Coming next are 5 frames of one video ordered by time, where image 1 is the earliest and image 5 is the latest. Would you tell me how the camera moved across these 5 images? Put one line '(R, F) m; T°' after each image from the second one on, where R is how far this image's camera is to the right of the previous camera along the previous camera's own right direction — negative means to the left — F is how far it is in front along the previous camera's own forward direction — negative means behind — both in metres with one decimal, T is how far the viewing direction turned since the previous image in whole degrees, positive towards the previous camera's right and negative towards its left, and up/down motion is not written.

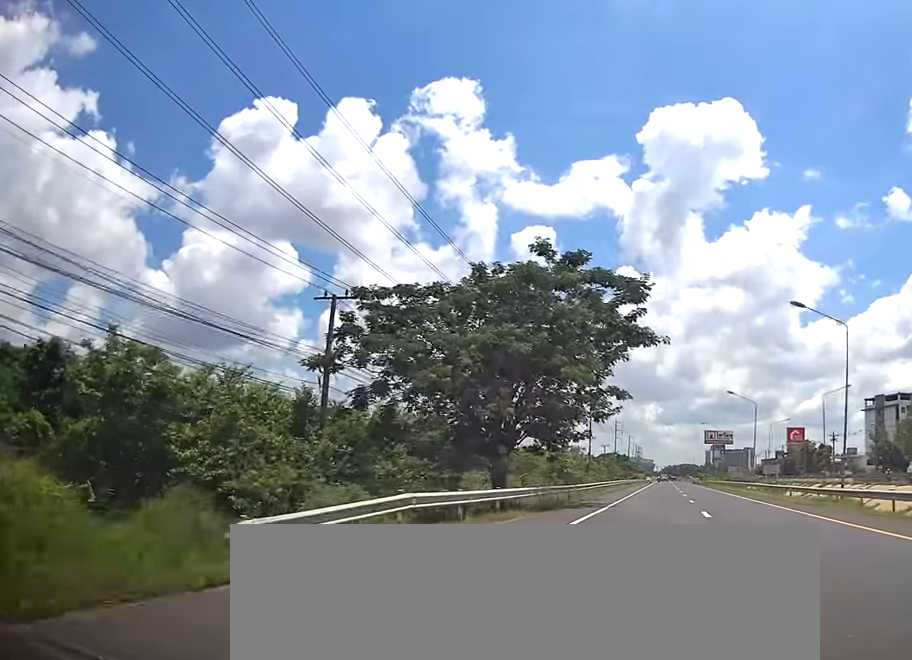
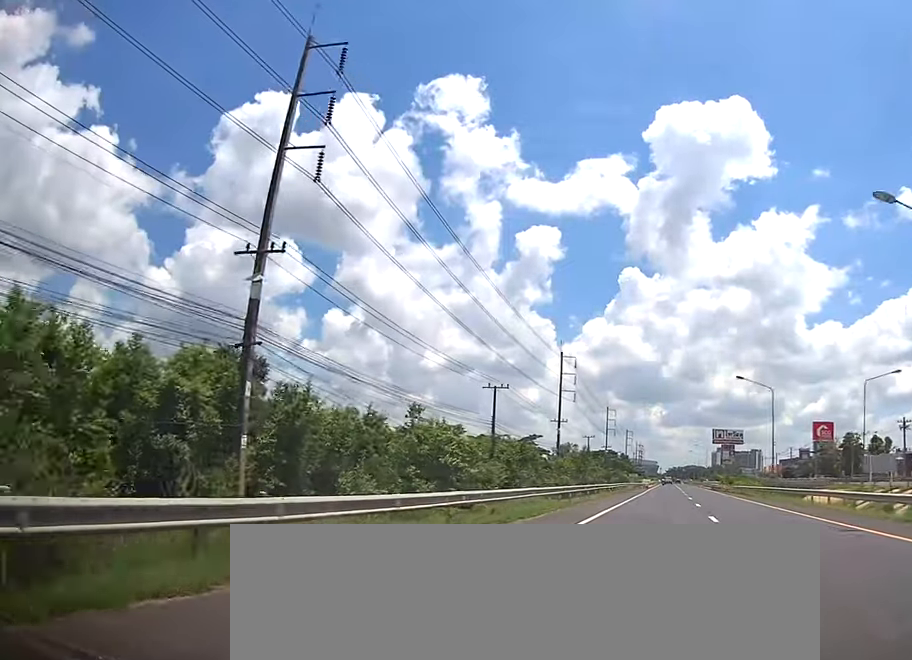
(-1.0, +49.3) m; -2°
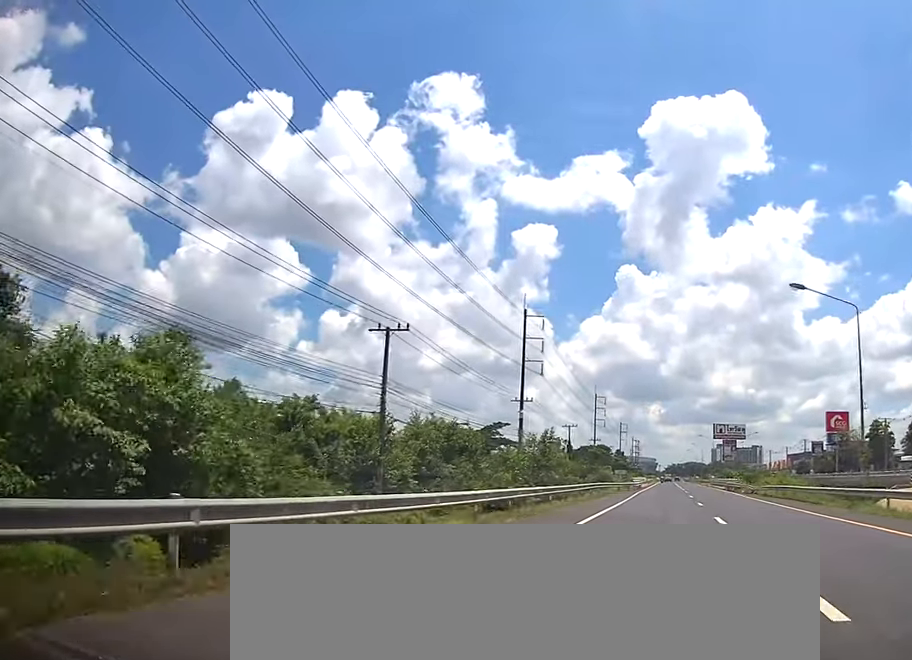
(0.0, +26.1) m; +2°
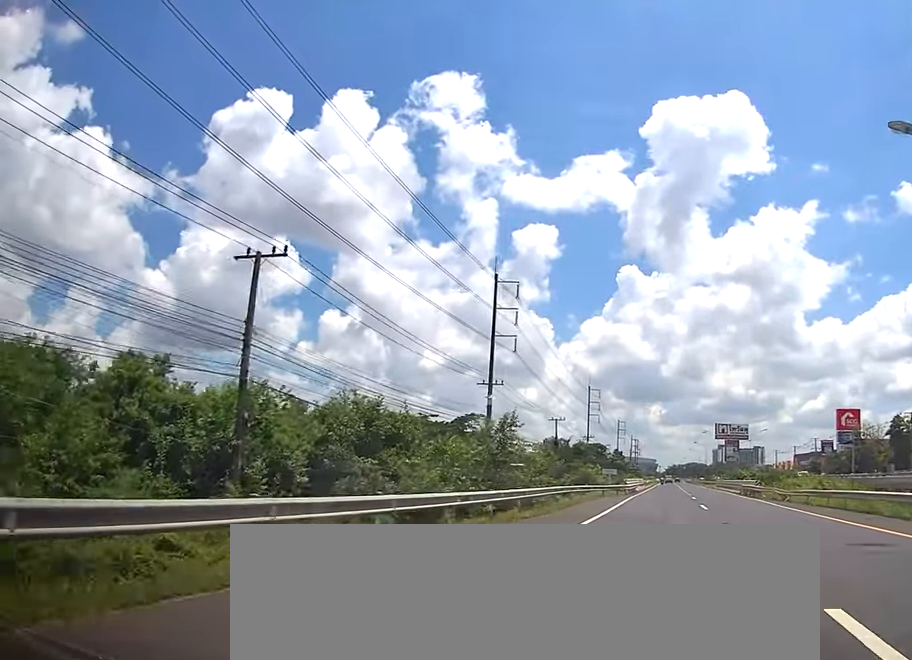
(+0.4, +14.4) m; 0°
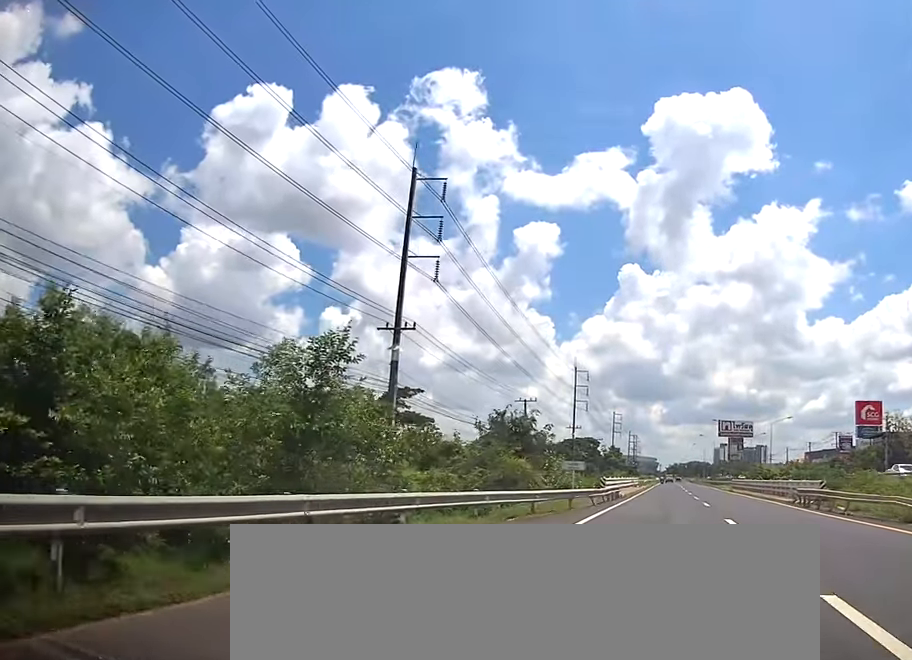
(-0.1, +23.3) m; -1°
